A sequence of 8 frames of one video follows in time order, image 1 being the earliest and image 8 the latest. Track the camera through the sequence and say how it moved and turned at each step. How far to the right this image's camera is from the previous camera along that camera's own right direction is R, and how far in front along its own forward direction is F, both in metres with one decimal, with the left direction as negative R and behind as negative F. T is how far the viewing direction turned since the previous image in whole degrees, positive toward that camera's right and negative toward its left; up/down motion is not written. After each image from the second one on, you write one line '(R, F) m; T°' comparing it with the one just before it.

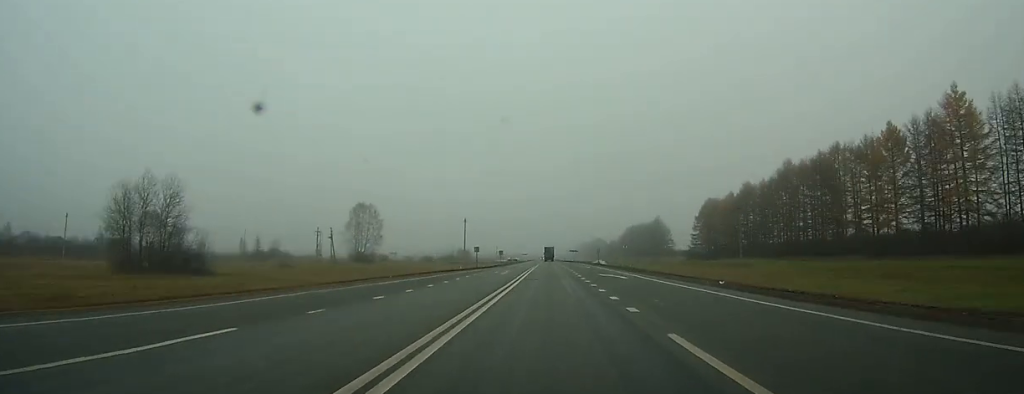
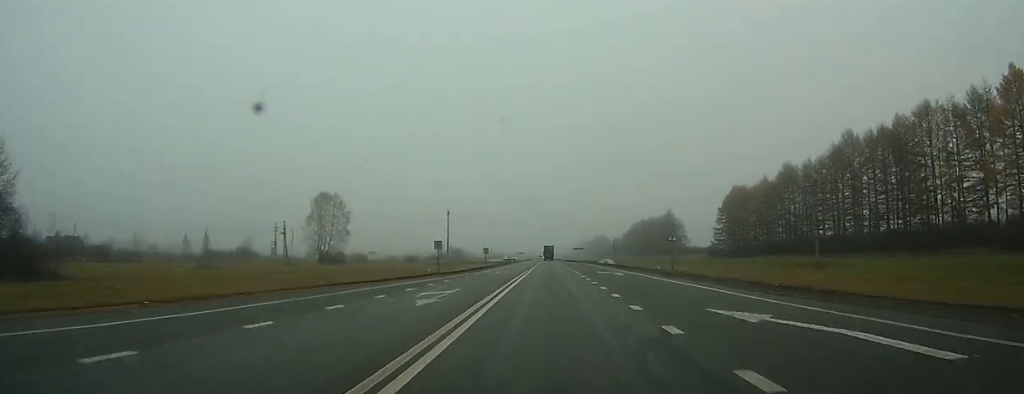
(0.0, +29.1) m; 0°
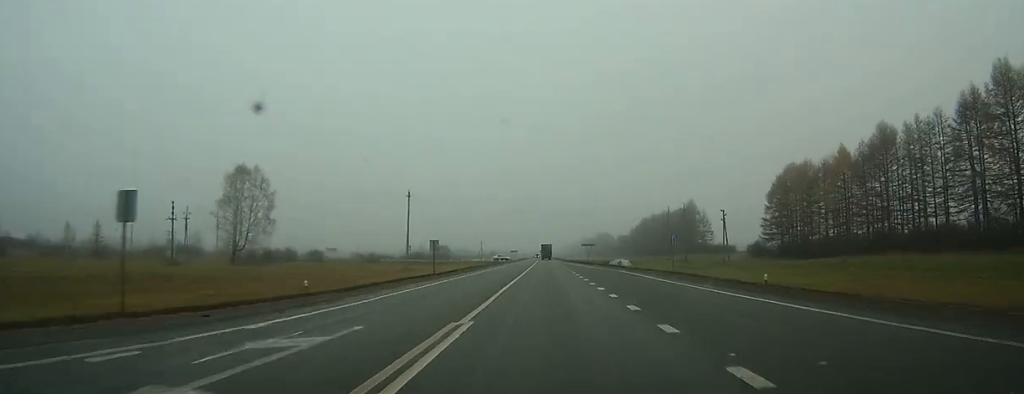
(0.0, +41.1) m; 0°
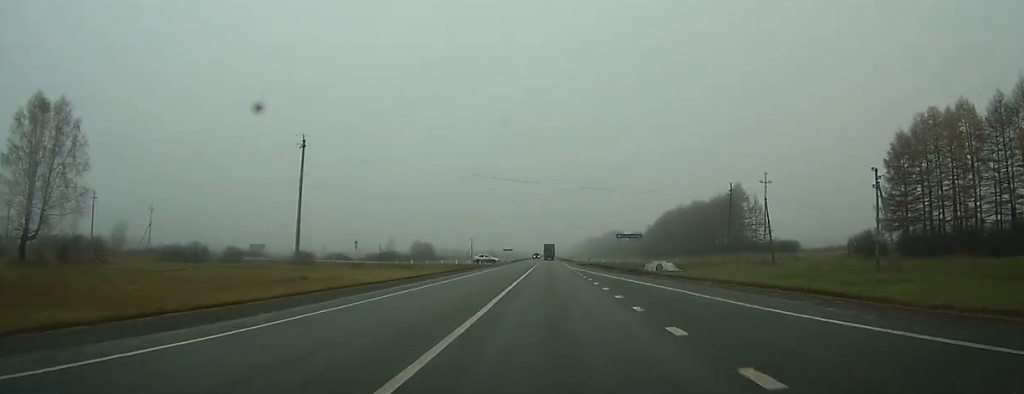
(+0.2, +48.6) m; 0°
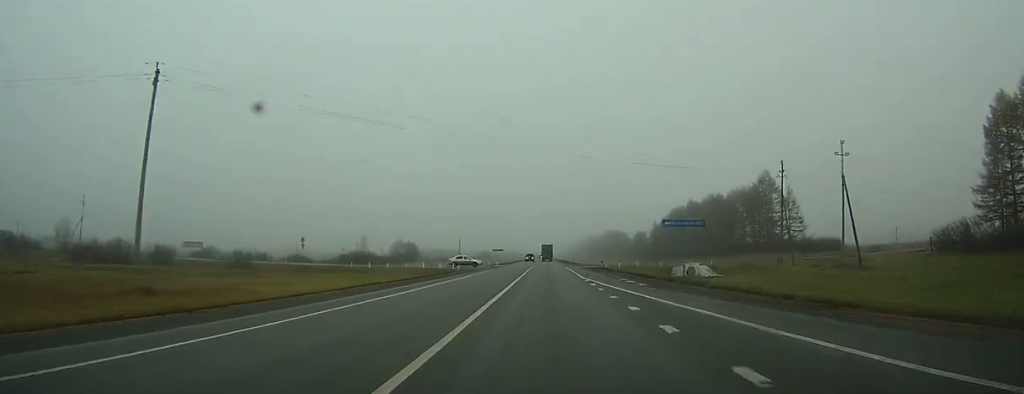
(0.0, +23.6) m; 0°
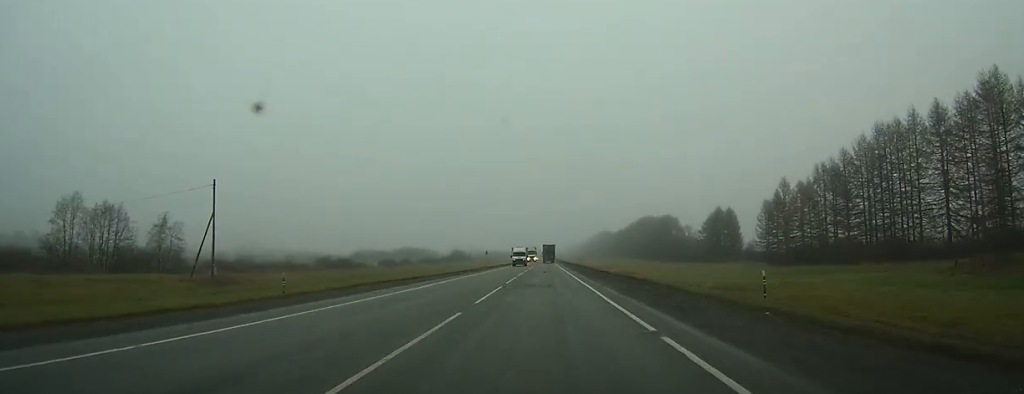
(-0.3, +145.3) m; 0°
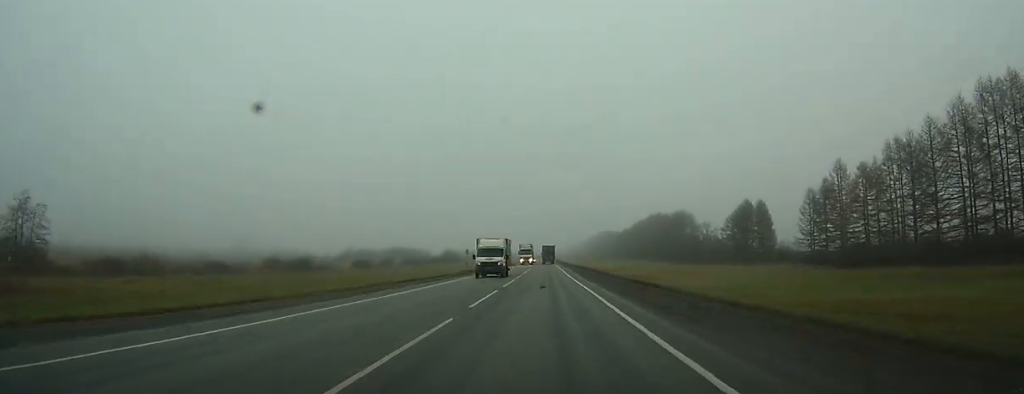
(0.0, +23.5) m; 0°
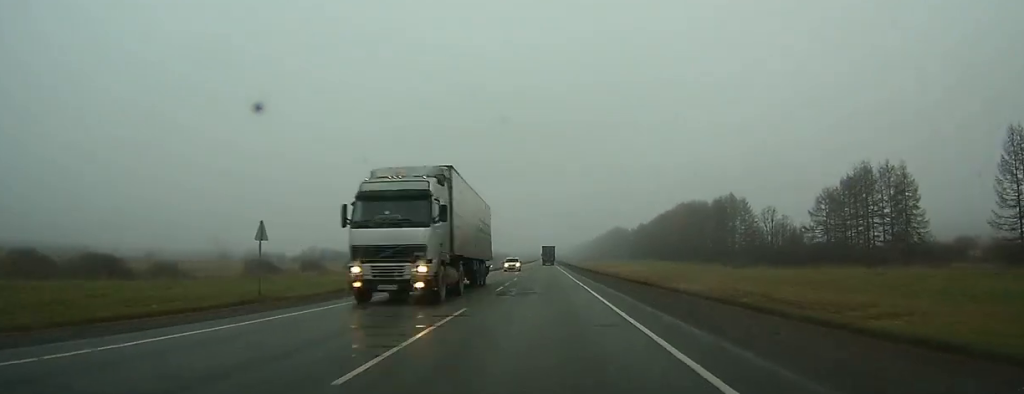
(0.0, +55.9) m; 0°
